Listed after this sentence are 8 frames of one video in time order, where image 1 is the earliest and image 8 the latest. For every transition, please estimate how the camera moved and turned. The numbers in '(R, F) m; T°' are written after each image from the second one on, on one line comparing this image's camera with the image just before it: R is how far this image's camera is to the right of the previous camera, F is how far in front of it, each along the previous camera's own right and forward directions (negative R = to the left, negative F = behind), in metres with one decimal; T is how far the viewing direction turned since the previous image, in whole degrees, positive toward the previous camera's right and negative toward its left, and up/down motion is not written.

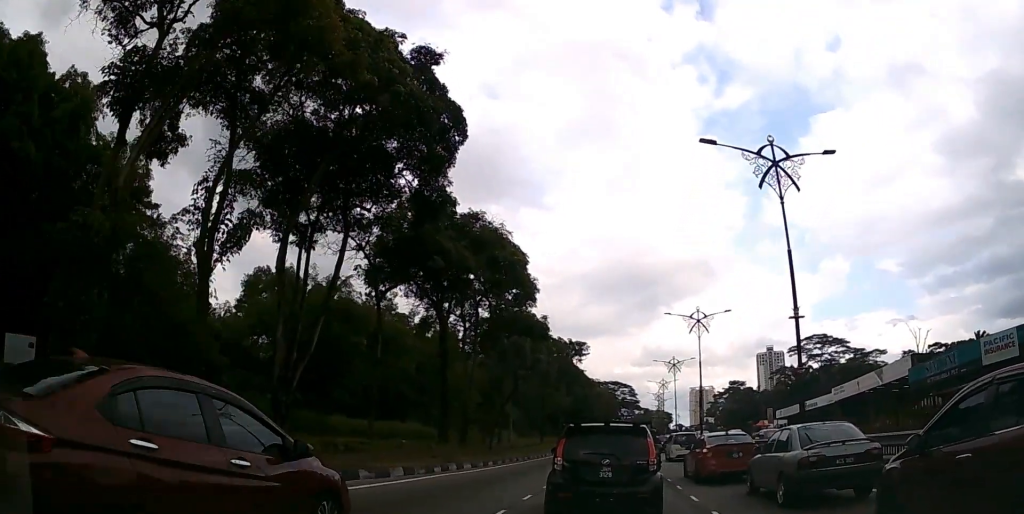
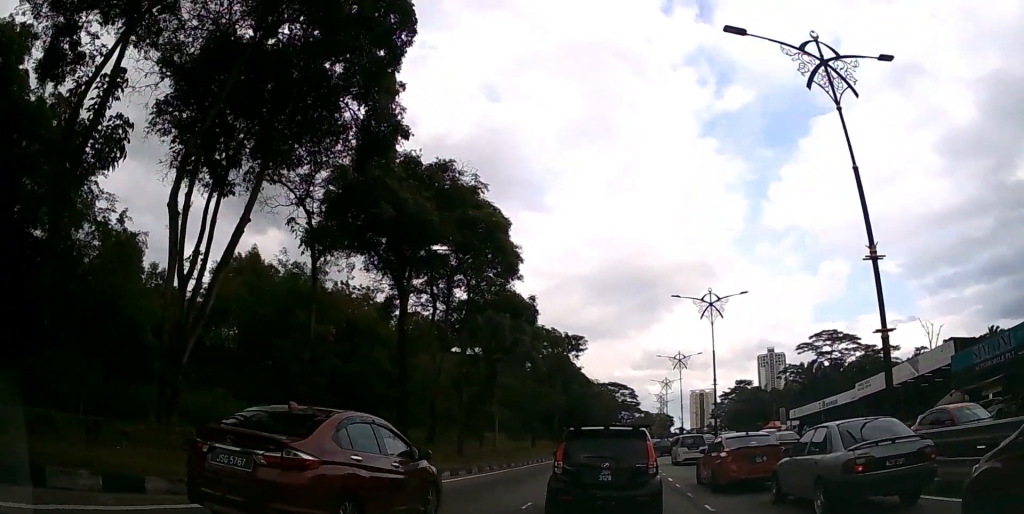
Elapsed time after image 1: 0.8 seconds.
(0.0, +6.8) m; +1°
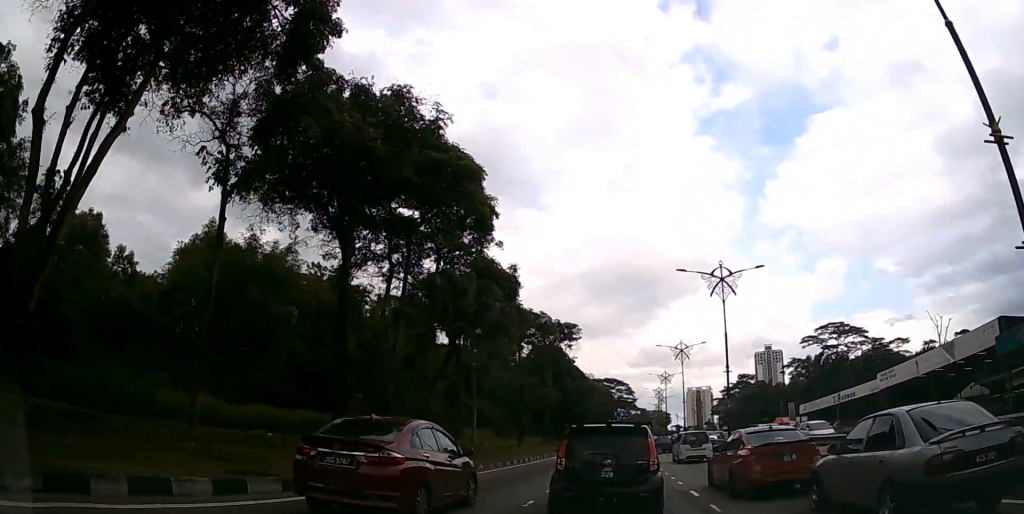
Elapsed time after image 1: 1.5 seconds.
(+0.1, +6.2) m; 0°
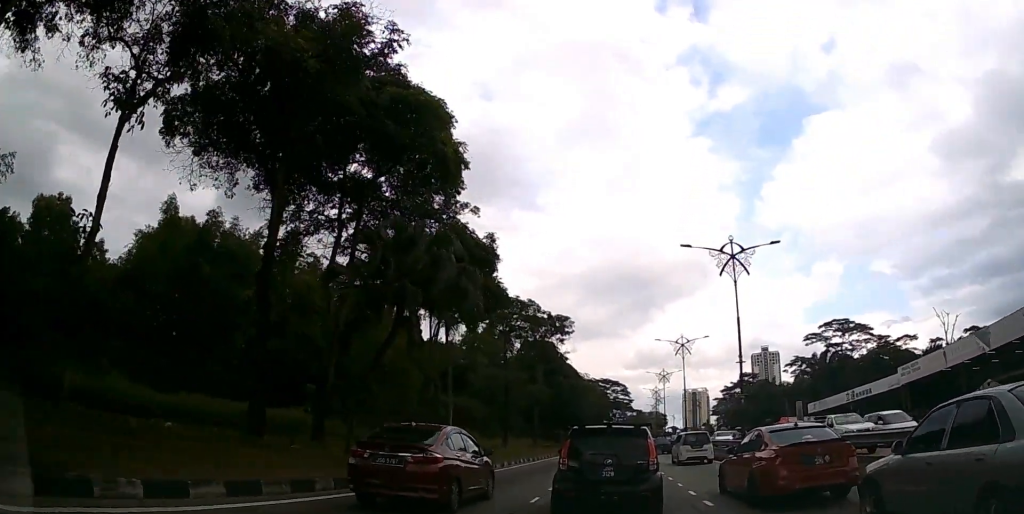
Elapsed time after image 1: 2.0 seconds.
(0.0, +4.9) m; 0°
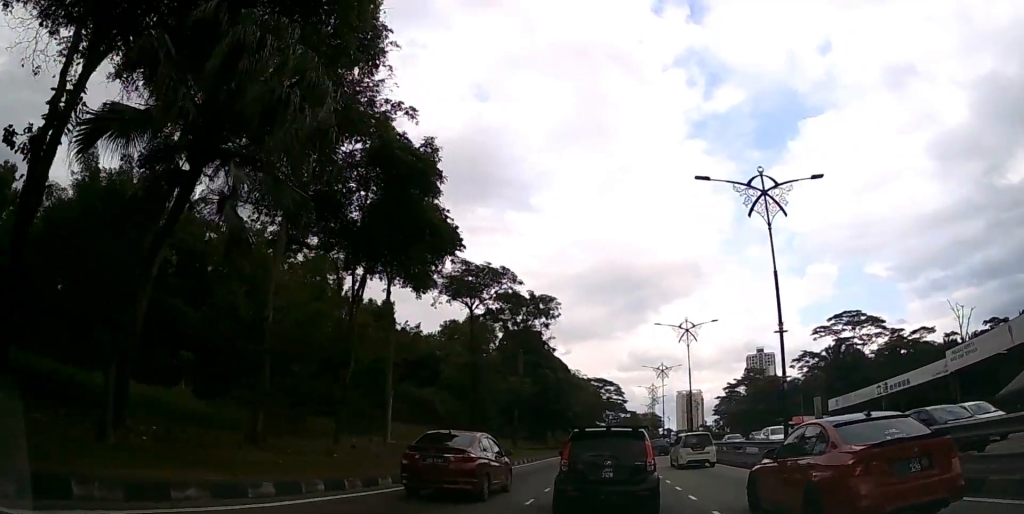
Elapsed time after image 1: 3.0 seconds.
(0.0, +9.3) m; +1°
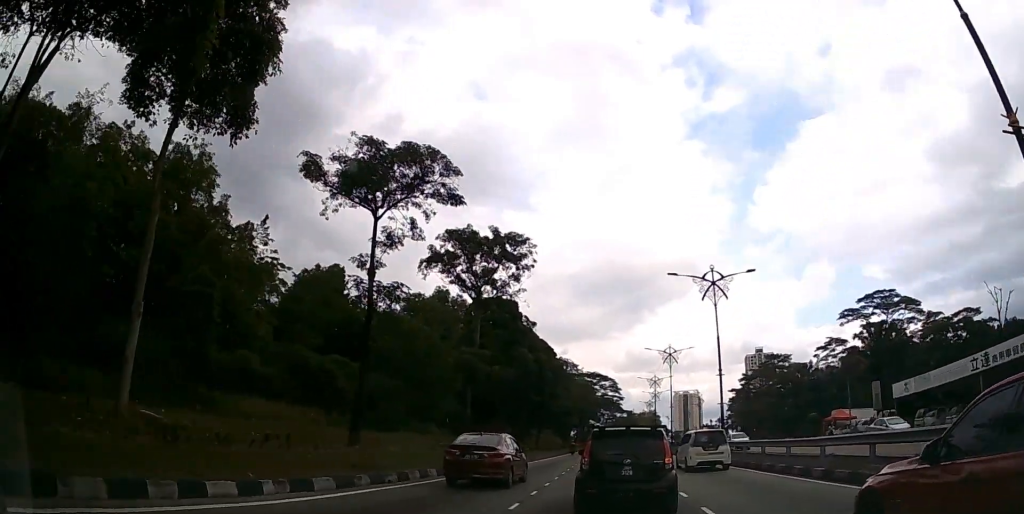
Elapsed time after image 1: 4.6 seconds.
(+0.1, +15.7) m; 0°
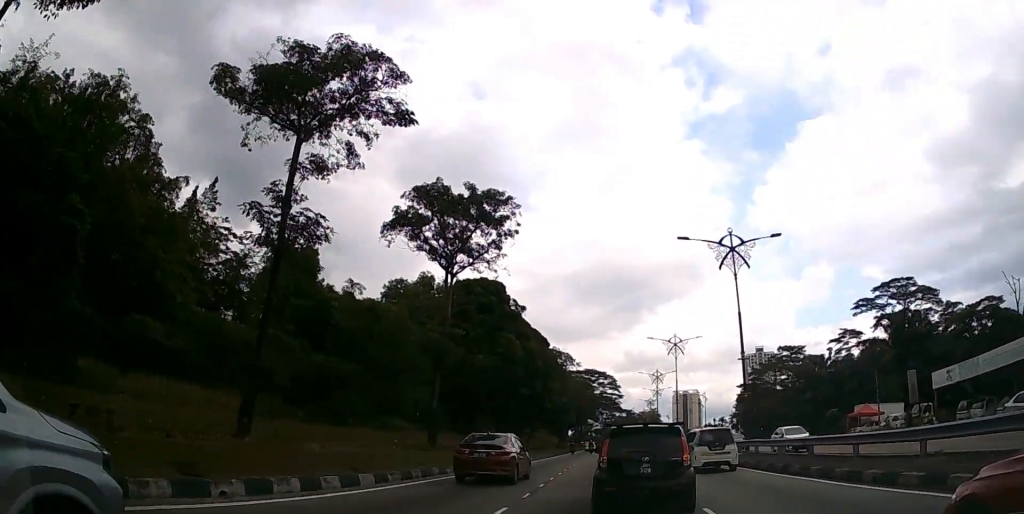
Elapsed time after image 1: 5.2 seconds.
(0.0, +6.9) m; 0°
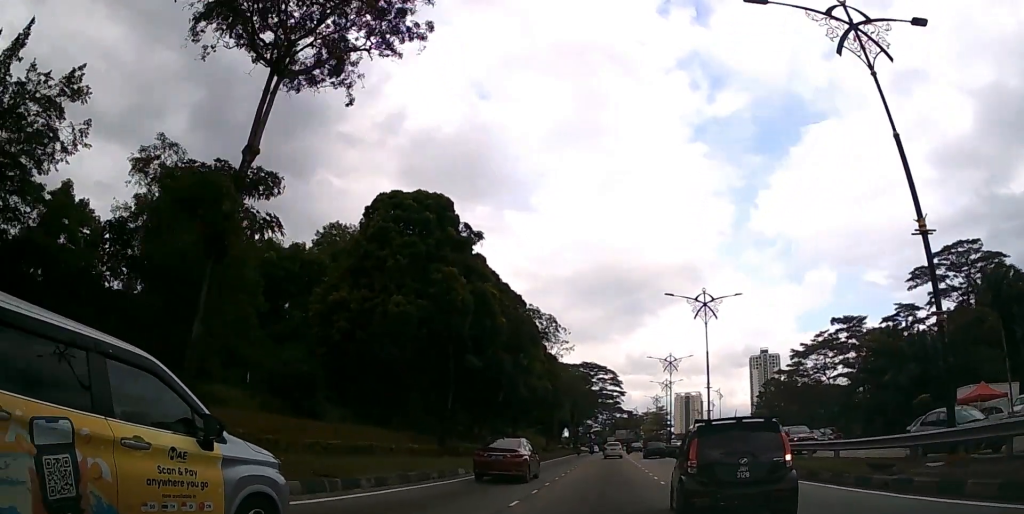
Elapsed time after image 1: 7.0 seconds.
(0.0, +19.4) m; 0°
